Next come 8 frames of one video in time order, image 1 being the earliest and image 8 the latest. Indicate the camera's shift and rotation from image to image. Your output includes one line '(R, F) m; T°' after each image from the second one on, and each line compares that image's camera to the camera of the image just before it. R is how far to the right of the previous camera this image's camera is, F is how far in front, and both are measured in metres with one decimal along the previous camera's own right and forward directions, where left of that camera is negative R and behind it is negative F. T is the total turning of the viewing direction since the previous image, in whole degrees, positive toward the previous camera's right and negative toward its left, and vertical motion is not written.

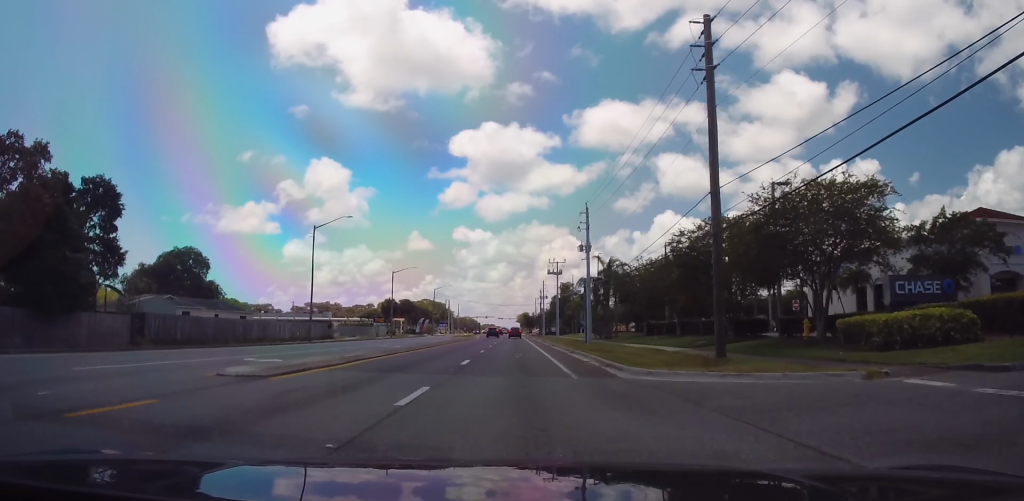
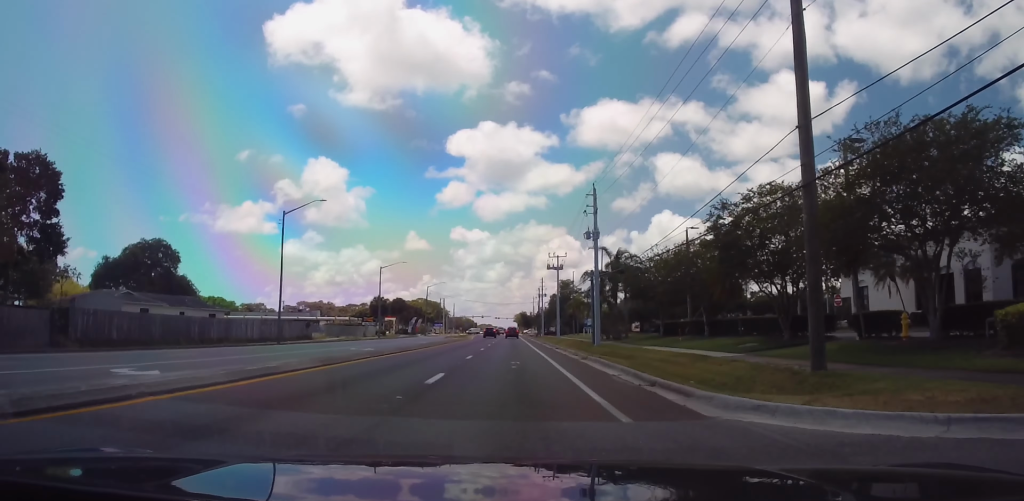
(+0.2, +7.7) m; +1°
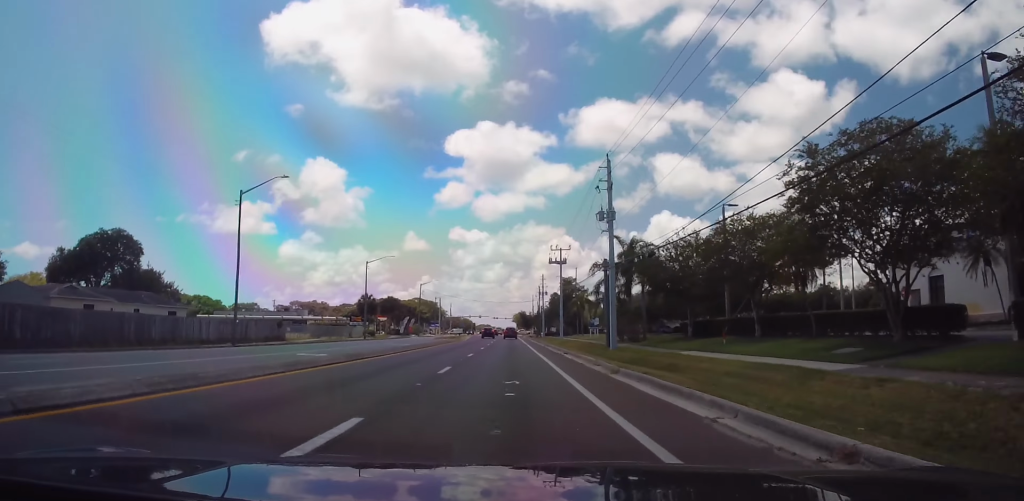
(+0.1, +8.9) m; +1°
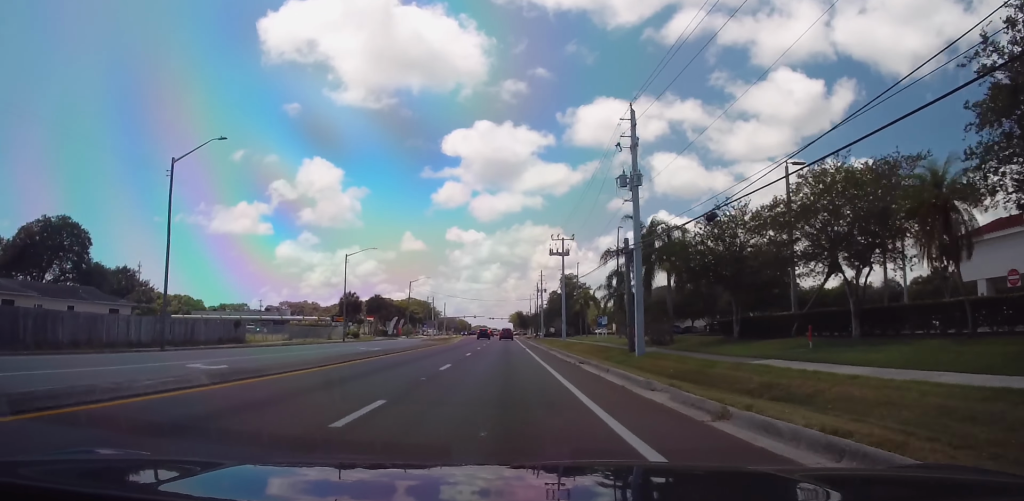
(0.0, +10.0) m; 0°
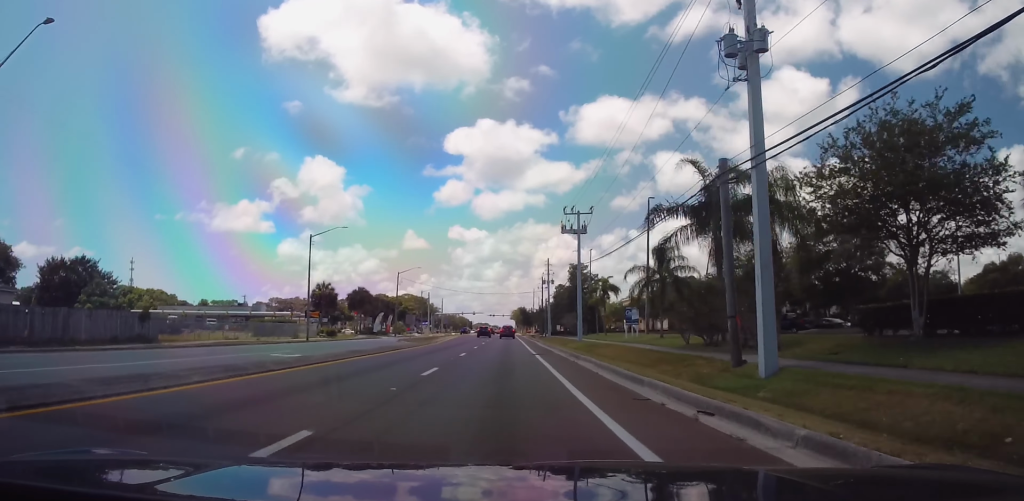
(0.0, +16.5) m; 0°
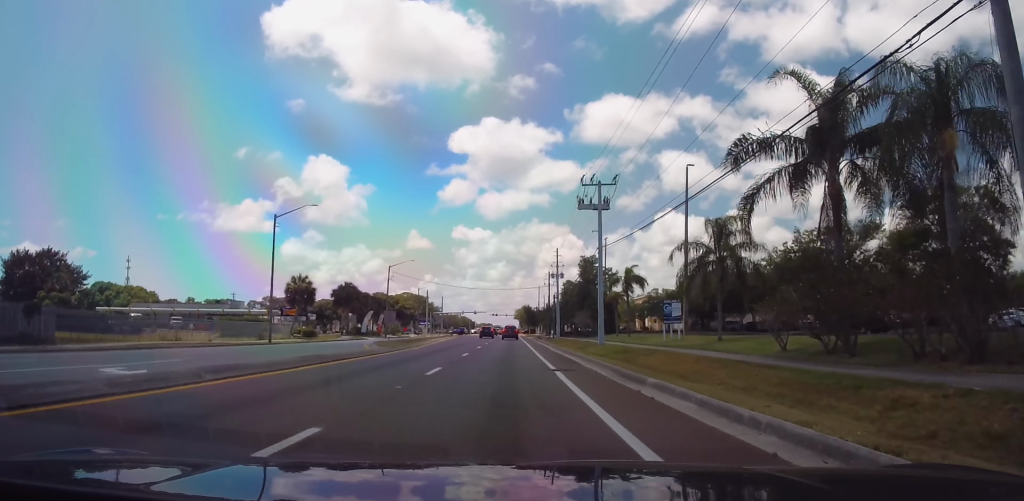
(0.0, +12.5) m; 0°
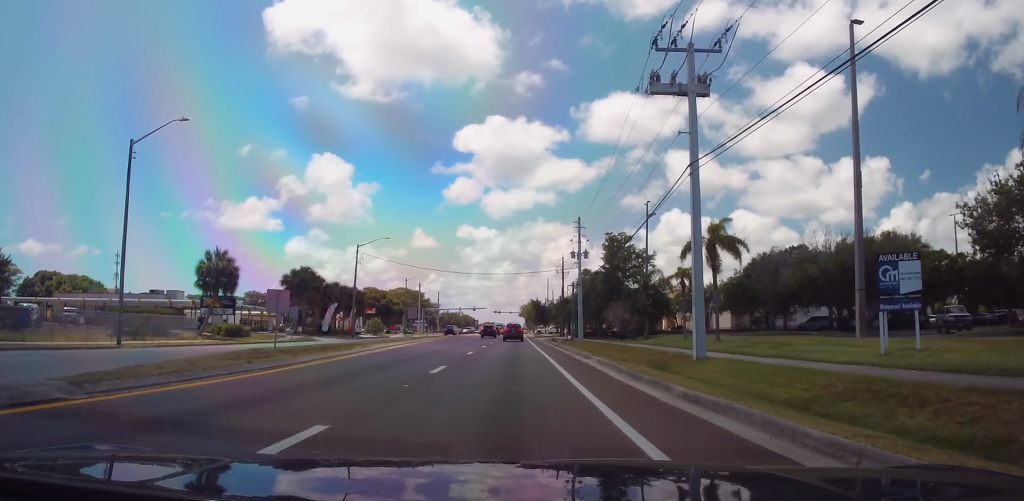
(0.0, +25.4) m; 0°
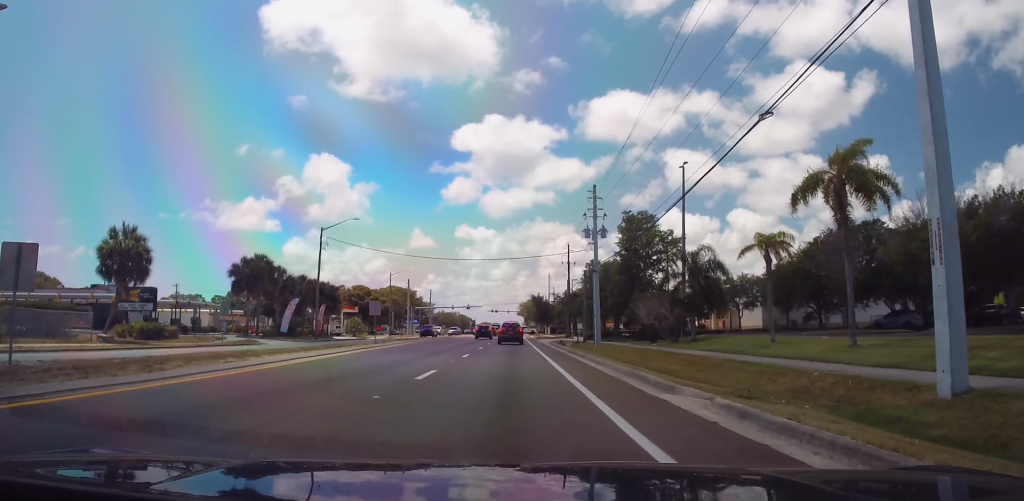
(0.0, +15.1) m; 0°
